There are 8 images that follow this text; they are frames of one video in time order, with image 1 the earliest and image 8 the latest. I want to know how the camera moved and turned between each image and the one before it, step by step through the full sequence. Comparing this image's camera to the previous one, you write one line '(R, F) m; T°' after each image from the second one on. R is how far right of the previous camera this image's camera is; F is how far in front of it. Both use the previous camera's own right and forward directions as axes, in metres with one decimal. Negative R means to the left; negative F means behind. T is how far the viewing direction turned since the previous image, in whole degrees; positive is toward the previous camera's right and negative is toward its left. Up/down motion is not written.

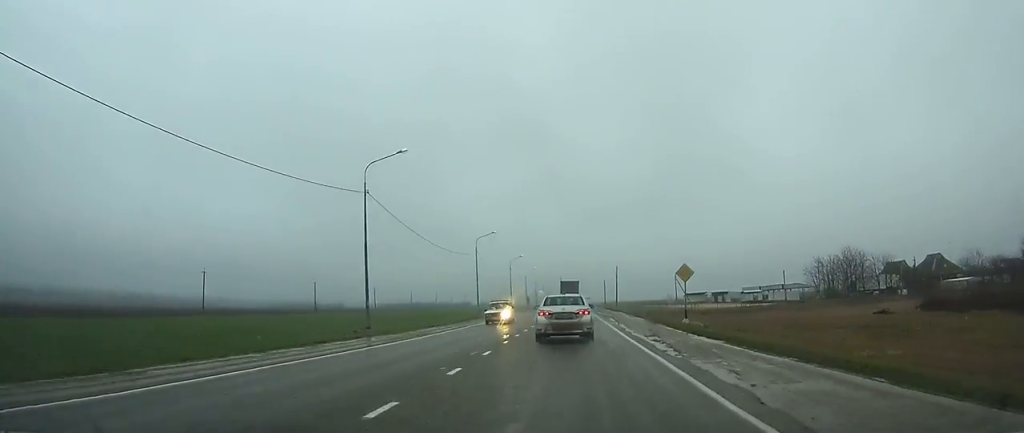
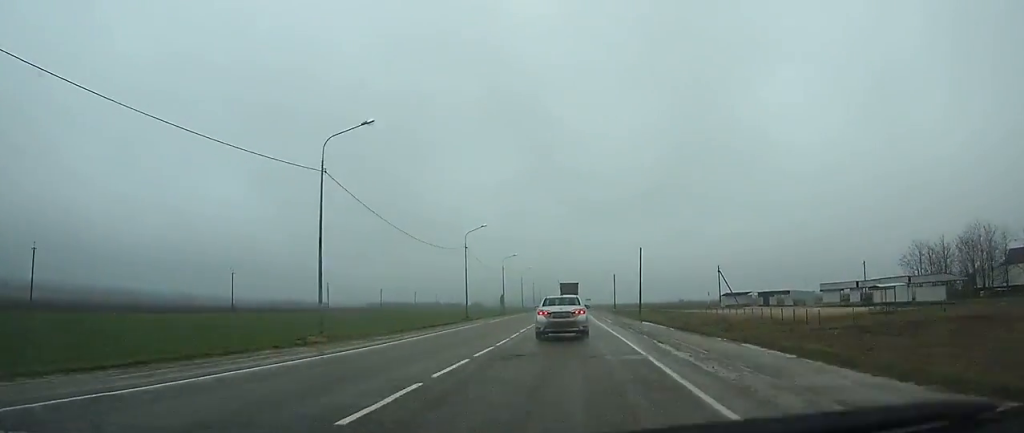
(0.0, +43.6) m; 0°
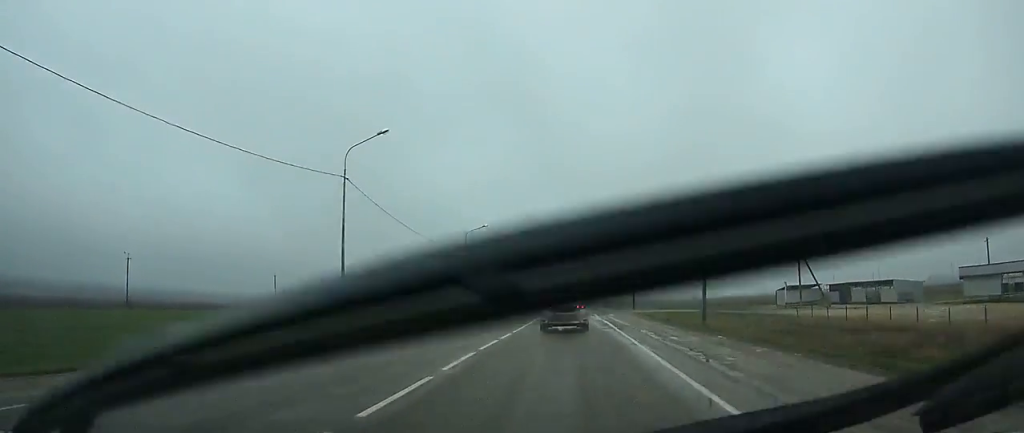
(-0.2, +35.5) m; 0°
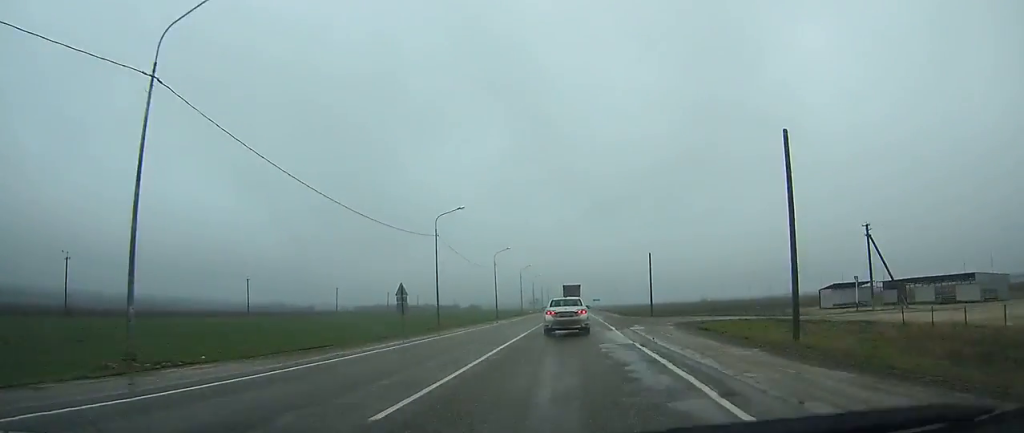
(-0.1, +15.8) m; 0°
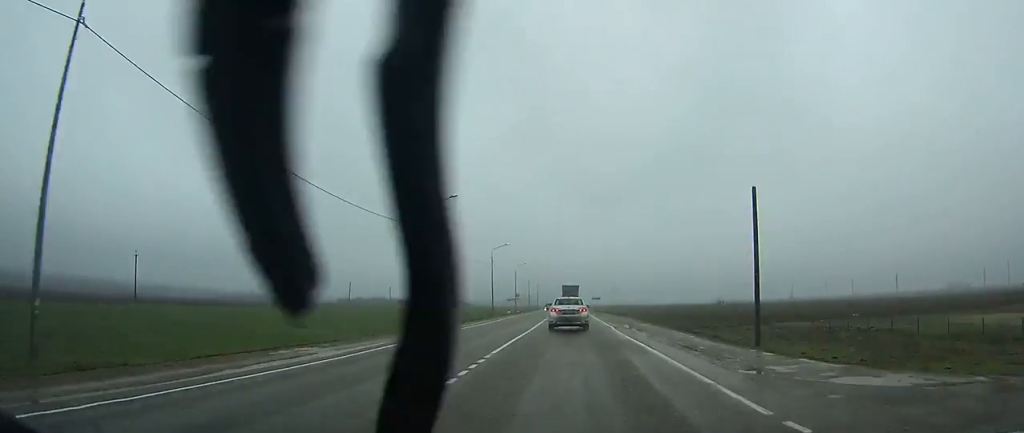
(+0.2, +39.9) m; +1°
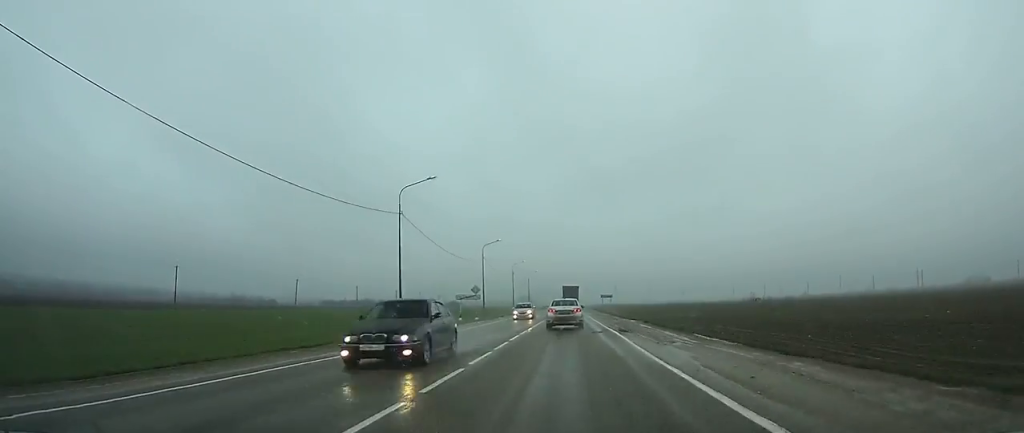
(+0.3, +45.7) m; 0°
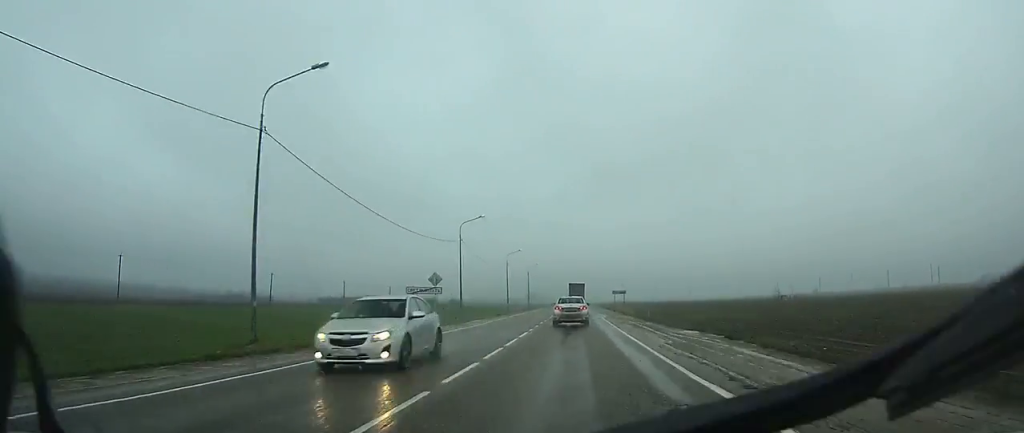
(-0.1, +19.3) m; 0°
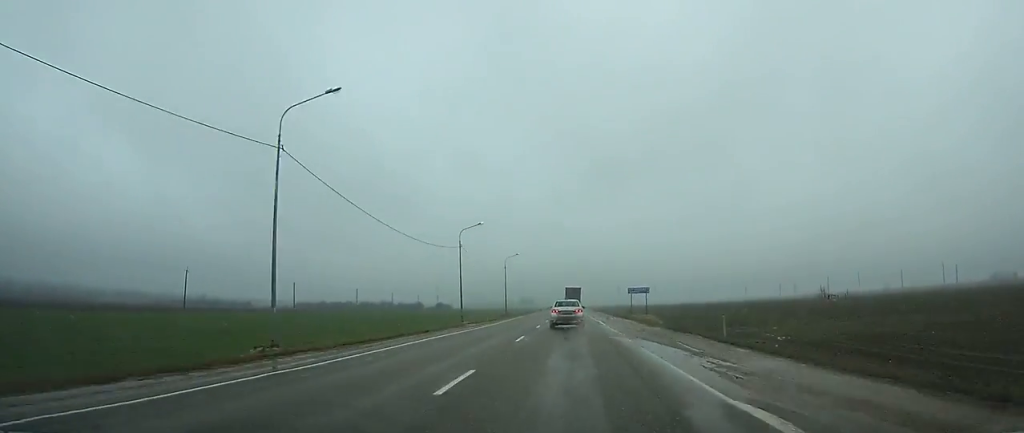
(0.0, +36.7) m; 0°
